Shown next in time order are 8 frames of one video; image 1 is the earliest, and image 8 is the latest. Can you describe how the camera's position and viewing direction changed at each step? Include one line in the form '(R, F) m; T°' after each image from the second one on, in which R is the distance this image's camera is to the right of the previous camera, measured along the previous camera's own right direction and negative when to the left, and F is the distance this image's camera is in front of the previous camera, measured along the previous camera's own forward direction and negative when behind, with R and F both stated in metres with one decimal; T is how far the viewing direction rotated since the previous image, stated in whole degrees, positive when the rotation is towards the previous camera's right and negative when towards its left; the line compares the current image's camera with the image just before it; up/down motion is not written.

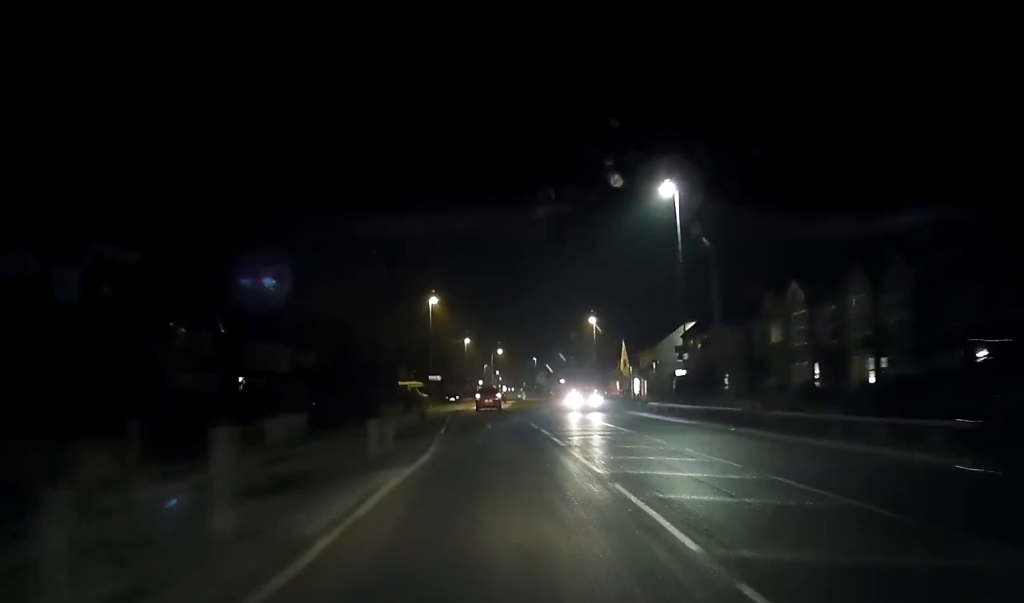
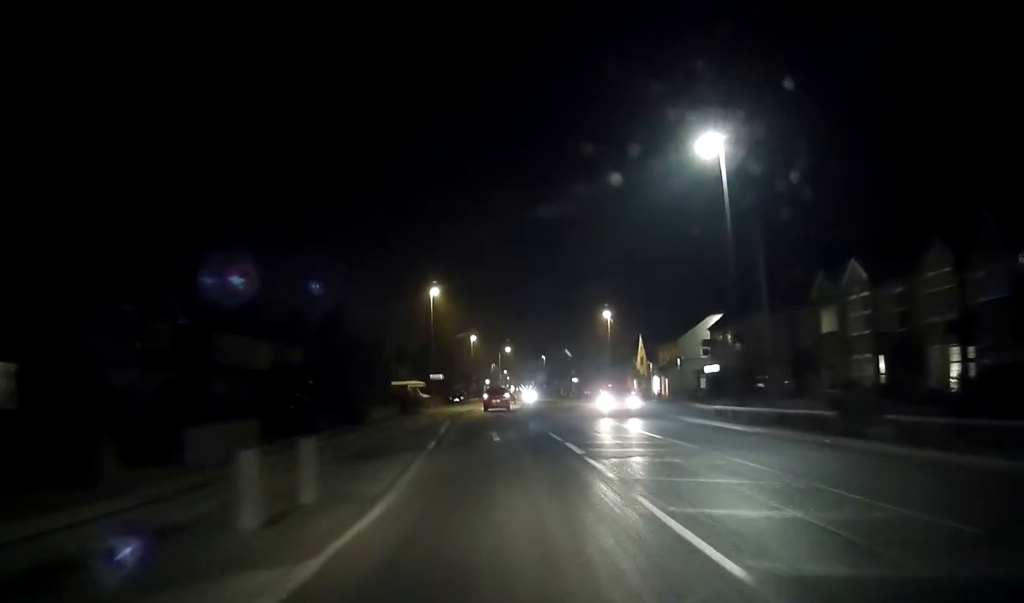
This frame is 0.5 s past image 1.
(0.0, +7.0) m; 0°
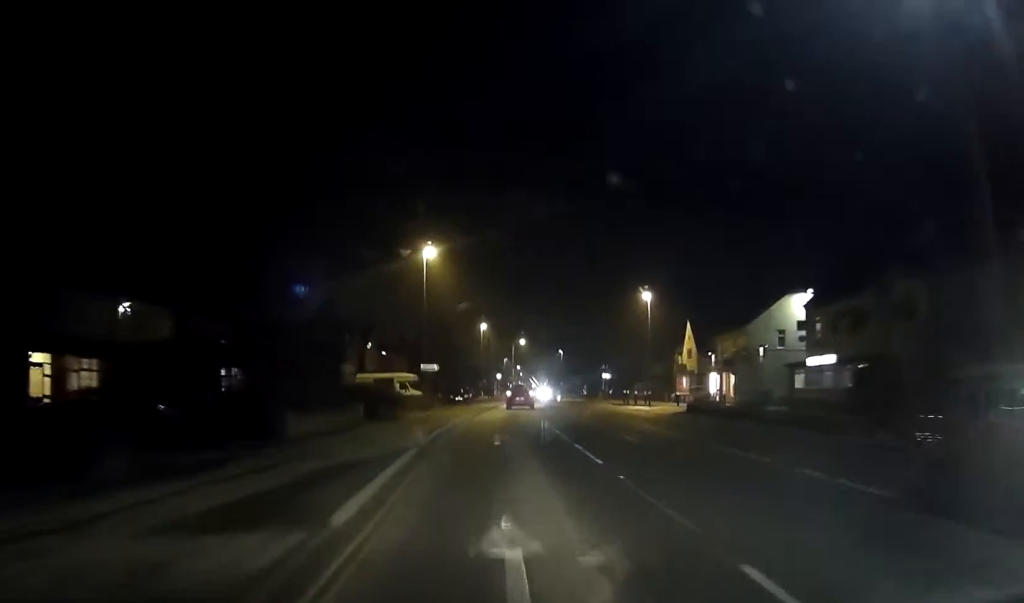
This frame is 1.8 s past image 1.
(-0.2, +18.5) m; -1°
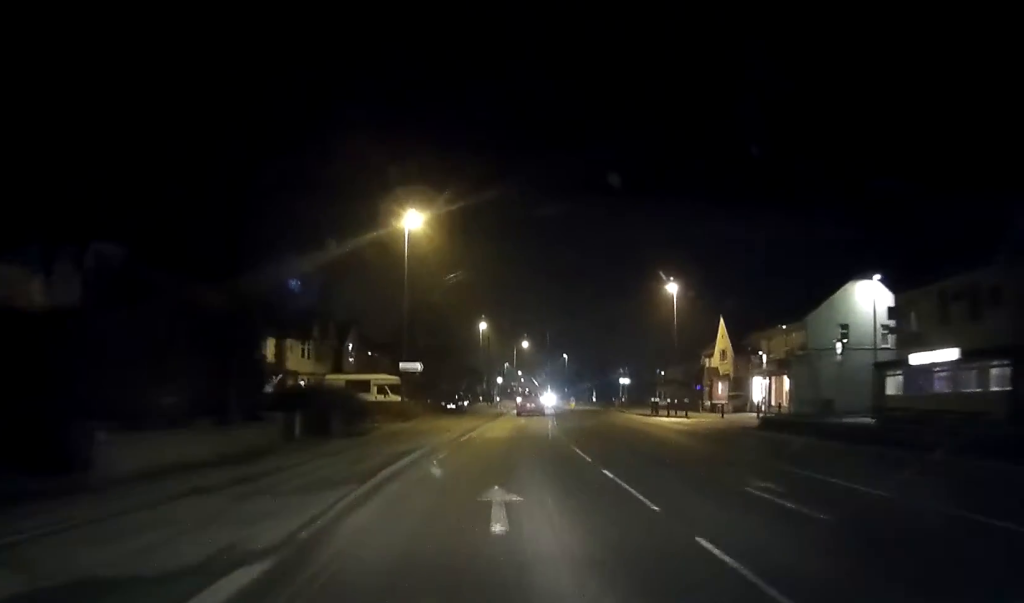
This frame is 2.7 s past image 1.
(0.0, +11.5) m; 0°
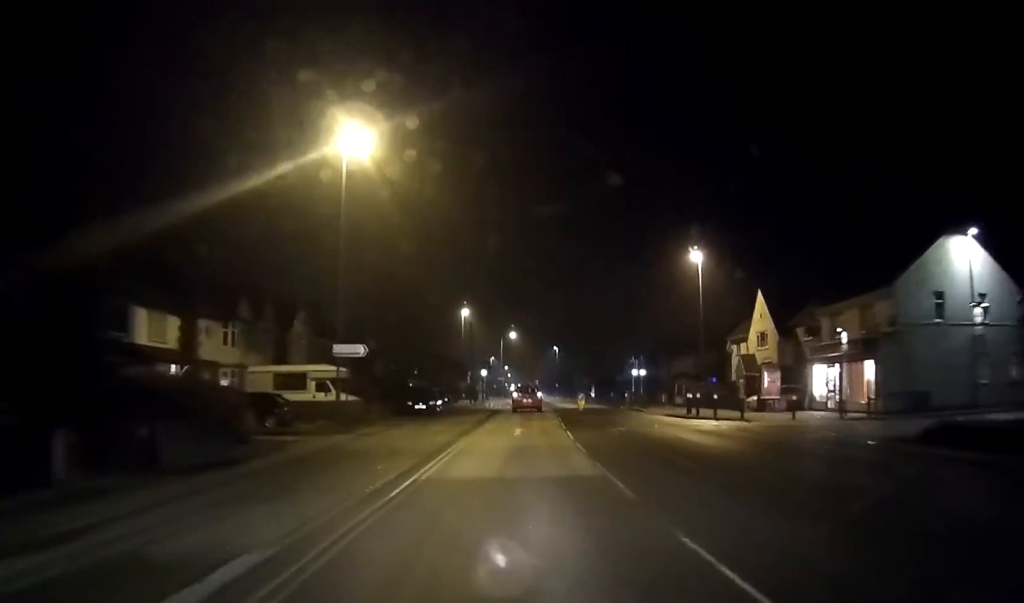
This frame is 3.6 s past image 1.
(0.0, +13.2) m; +1°
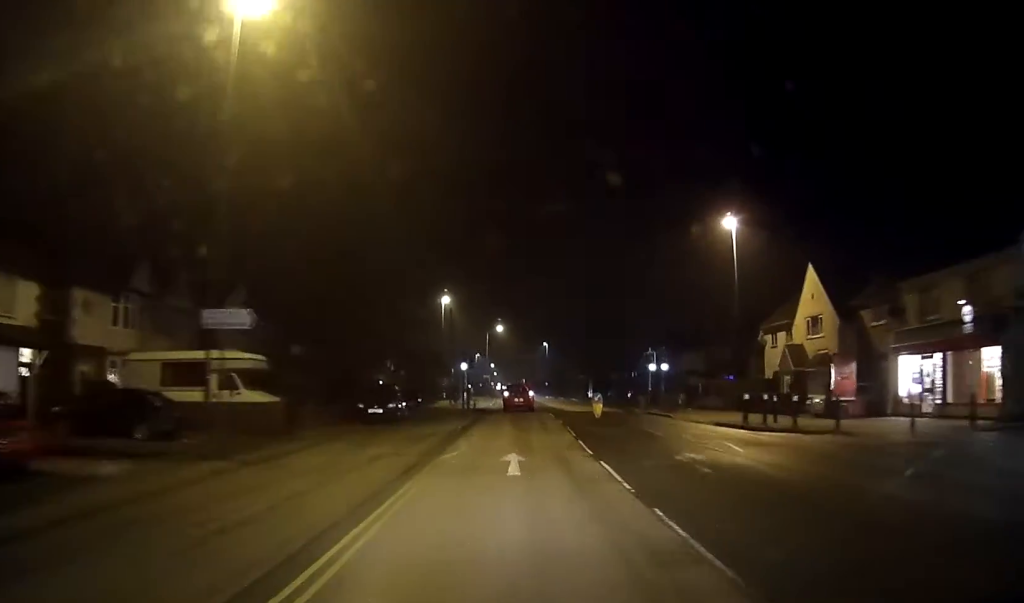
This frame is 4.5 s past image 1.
(+0.2, +11.2) m; +1°
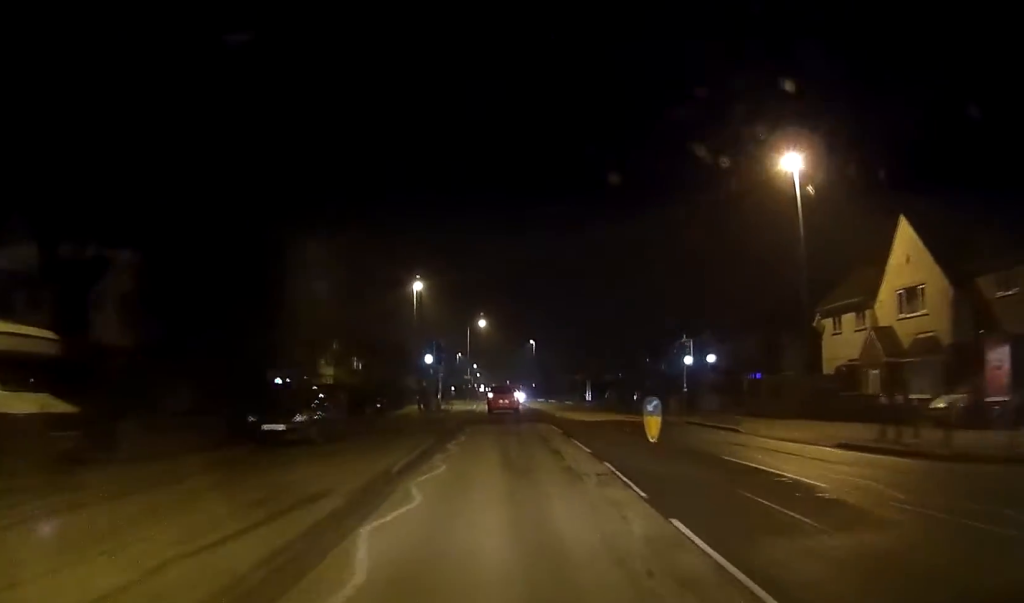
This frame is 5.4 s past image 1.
(+0.2, +12.5) m; +1°
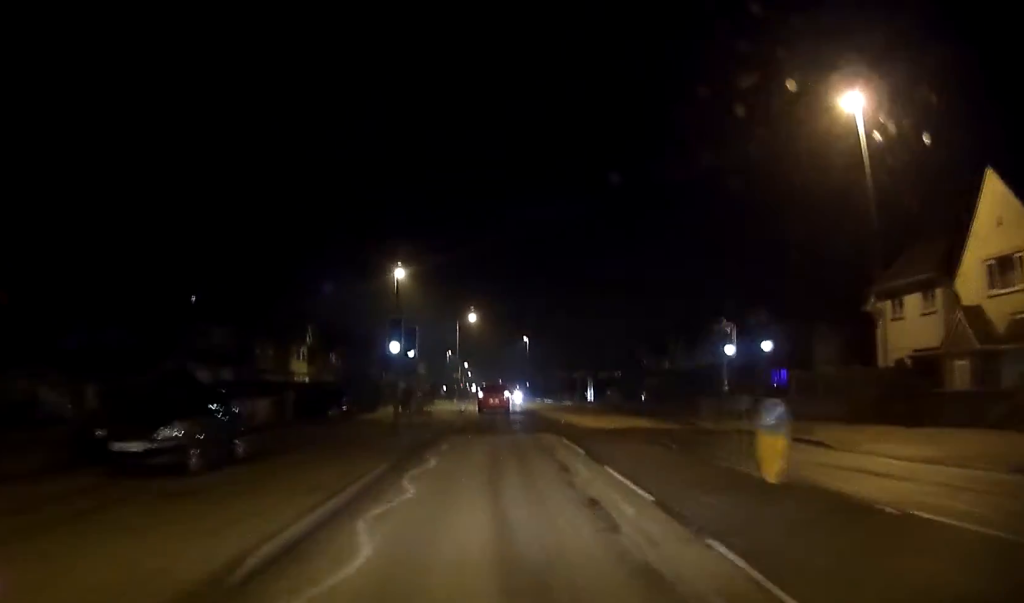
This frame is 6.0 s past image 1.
(0.0, +7.5) m; 0°
